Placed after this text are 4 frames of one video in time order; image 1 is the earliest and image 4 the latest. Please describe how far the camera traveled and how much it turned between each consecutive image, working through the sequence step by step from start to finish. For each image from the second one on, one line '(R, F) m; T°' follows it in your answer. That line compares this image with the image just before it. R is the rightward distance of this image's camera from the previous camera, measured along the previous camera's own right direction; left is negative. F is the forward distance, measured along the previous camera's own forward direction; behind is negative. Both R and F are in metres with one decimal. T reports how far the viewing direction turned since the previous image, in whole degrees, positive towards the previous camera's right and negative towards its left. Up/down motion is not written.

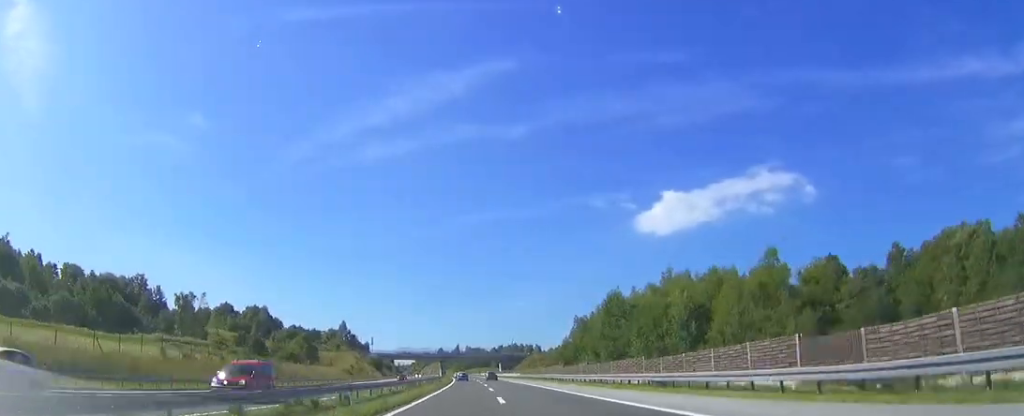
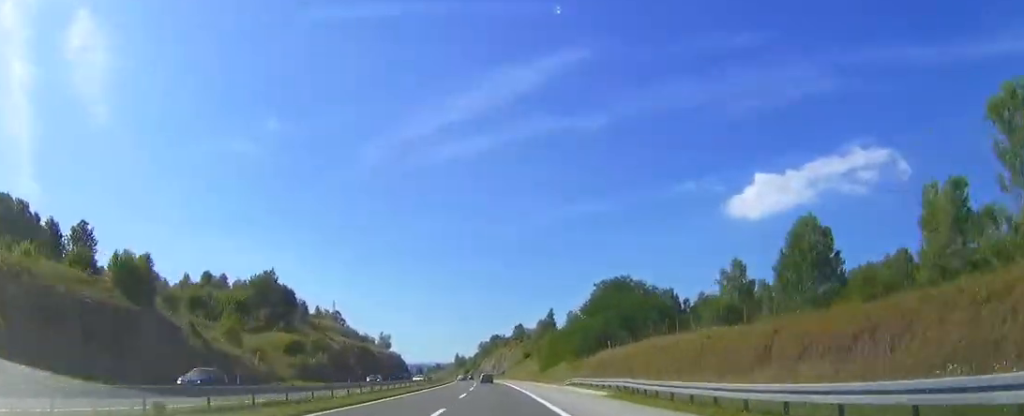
(-17.3, +279.6) m; -8°
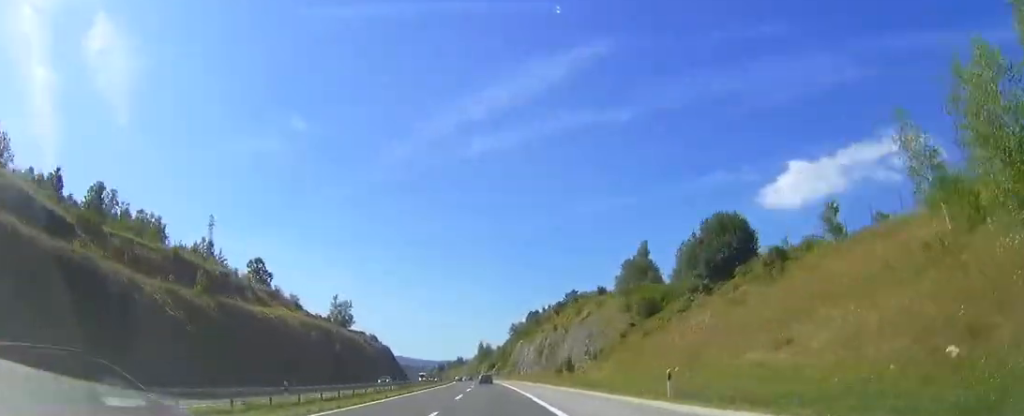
(-4.0, +127.5) m; -3°
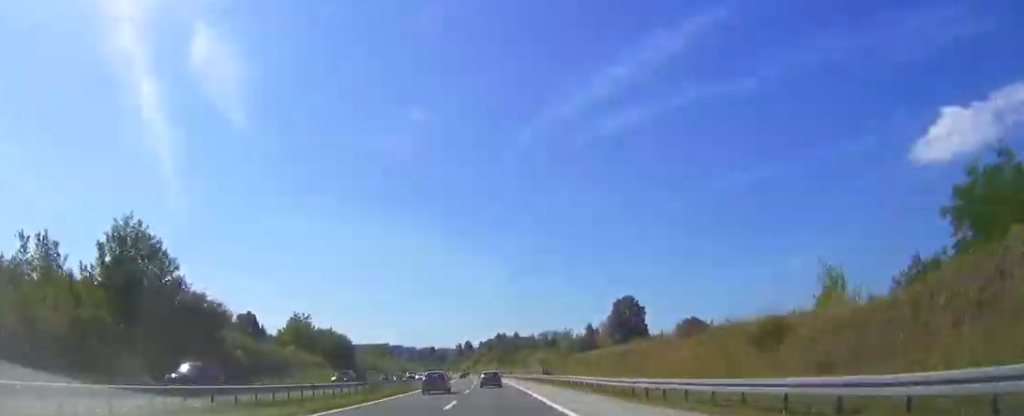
(-60.6, +524.2) m; -13°
